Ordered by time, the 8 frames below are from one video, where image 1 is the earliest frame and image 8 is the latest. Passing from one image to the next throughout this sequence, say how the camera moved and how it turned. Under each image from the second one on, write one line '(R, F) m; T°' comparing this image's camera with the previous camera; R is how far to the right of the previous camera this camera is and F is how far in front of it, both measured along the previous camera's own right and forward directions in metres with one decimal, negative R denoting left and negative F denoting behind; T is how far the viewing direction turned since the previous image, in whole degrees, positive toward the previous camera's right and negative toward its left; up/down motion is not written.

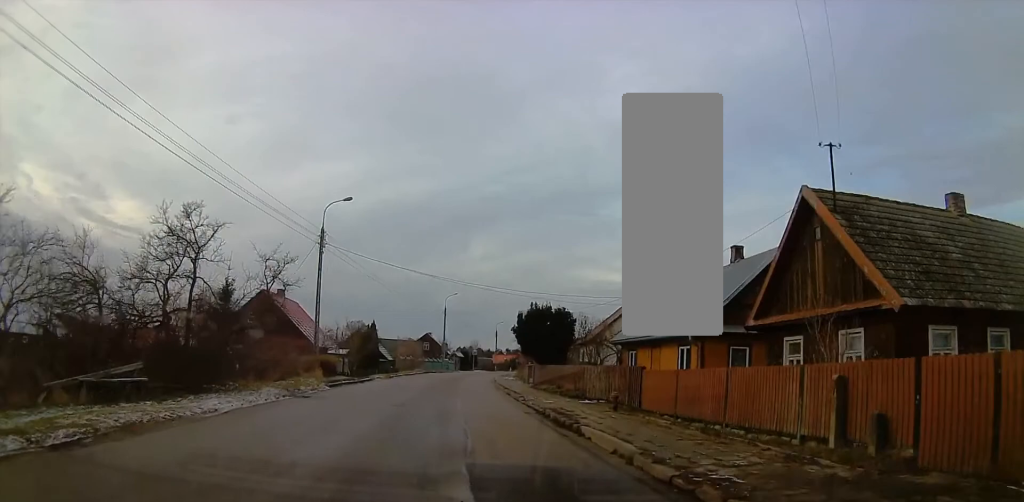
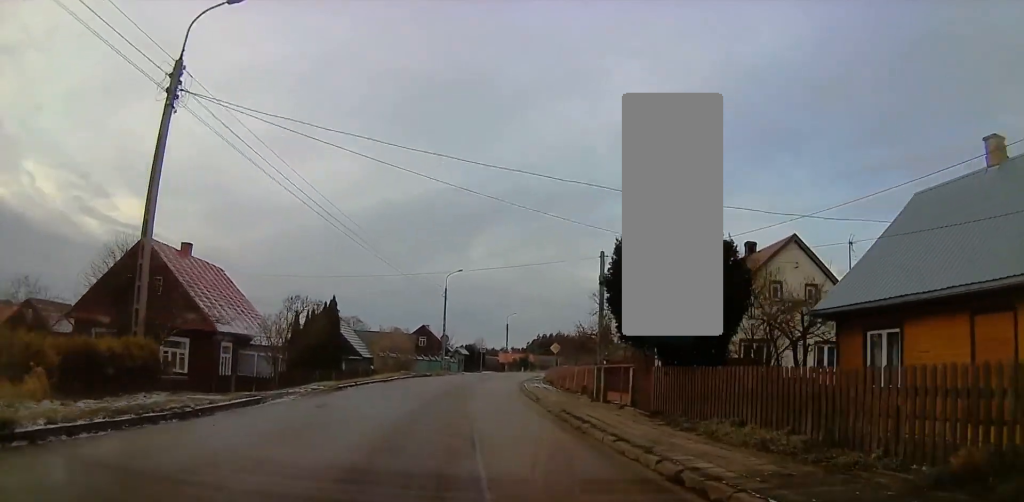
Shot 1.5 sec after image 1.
(-0.1, +20.9) m; +1°
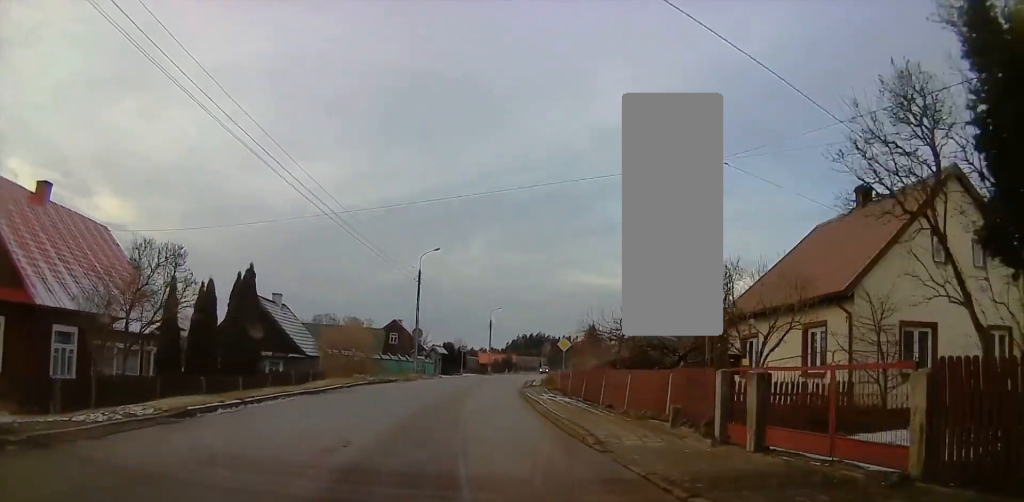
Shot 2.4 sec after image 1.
(+0.1, +11.5) m; +3°
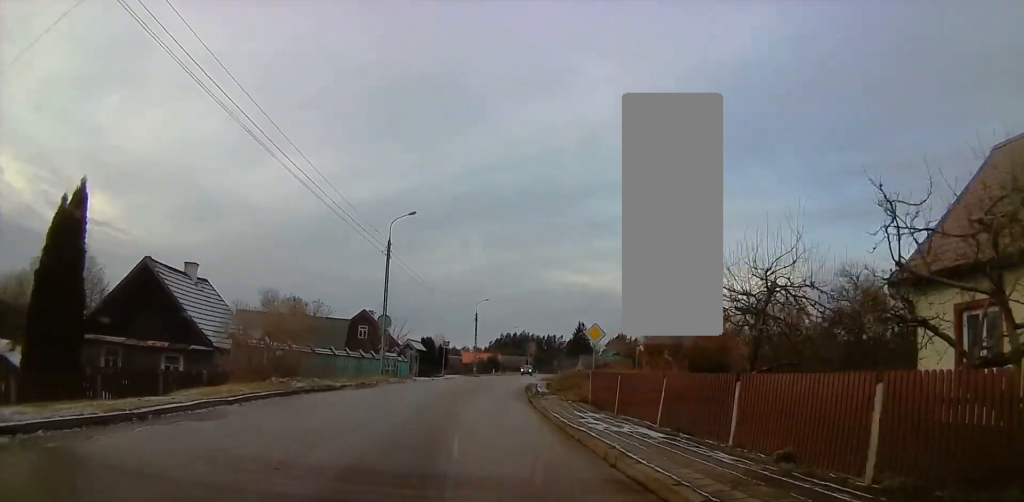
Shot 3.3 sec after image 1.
(+0.5, +11.1) m; +2°
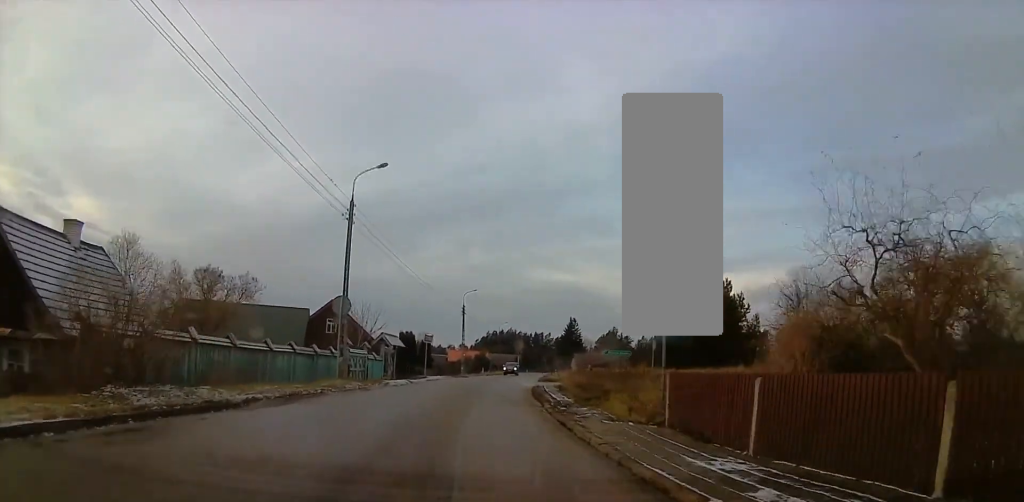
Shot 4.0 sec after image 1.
(0.0, +8.4) m; 0°
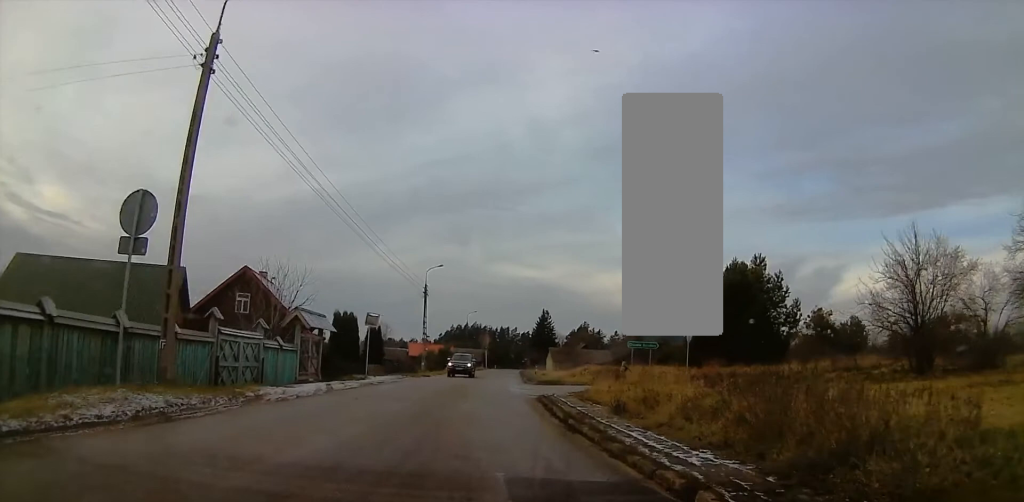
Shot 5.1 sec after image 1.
(0.0, +14.2) m; +1°
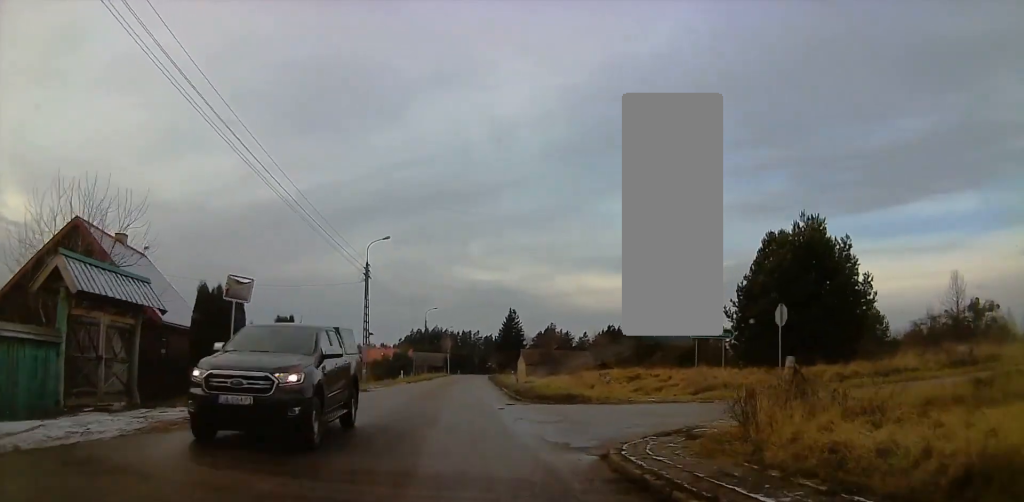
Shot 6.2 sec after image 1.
(+0.3, +13.9) m; +2°
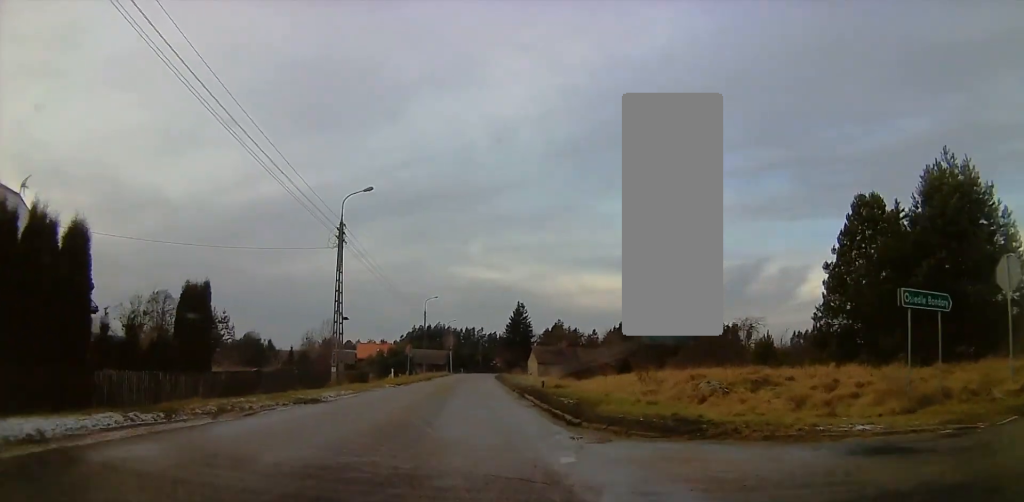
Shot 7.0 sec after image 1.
(+0.1, +11.0) m; 0°
